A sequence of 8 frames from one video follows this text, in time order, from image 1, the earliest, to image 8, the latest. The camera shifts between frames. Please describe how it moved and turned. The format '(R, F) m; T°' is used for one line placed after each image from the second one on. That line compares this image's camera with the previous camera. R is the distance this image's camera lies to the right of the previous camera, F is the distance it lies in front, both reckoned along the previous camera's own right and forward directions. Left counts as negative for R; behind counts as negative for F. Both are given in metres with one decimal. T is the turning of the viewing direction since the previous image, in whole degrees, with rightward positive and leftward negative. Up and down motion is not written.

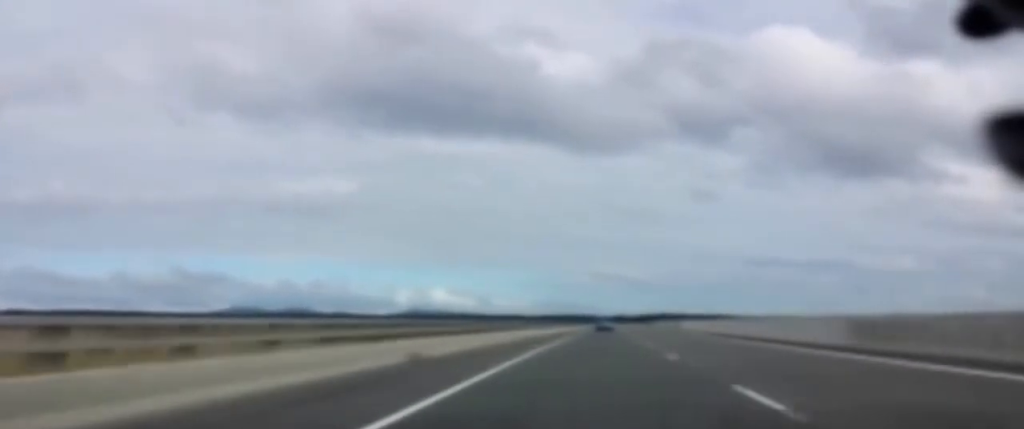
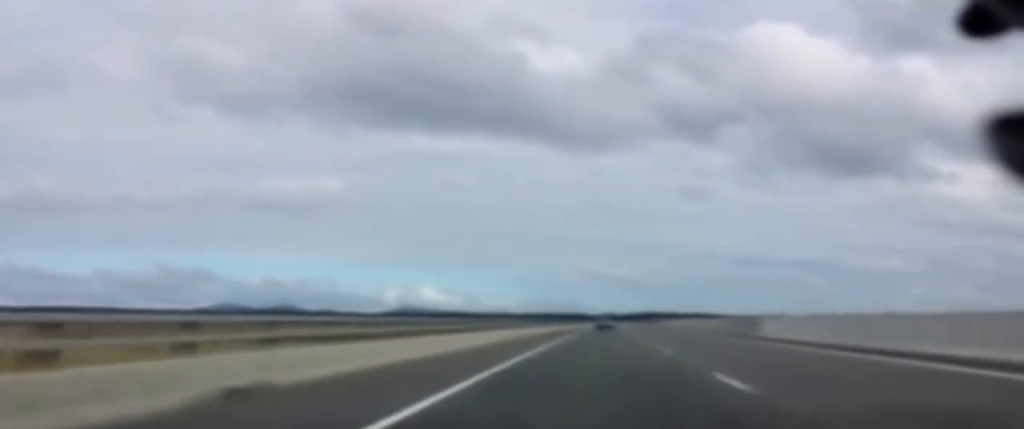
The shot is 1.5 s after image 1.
(-0.2, +45.5) m; 0°
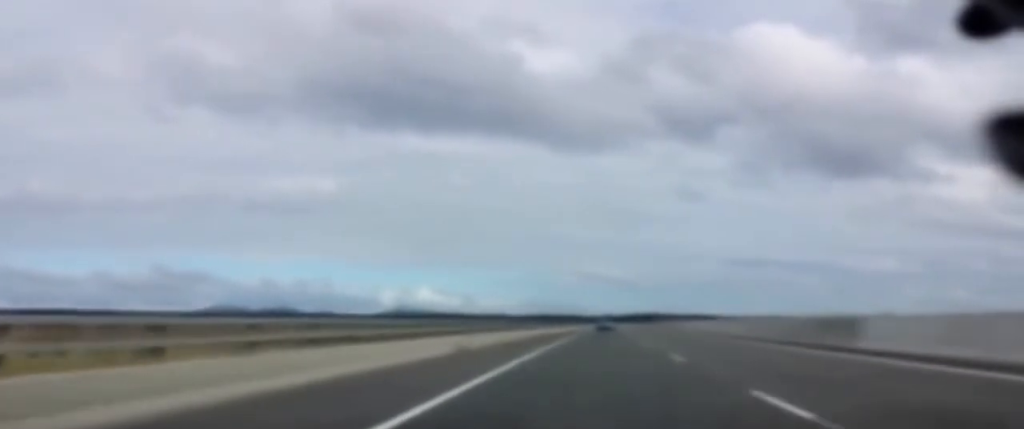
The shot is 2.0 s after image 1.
(-0.1, +15.2) m; 0°
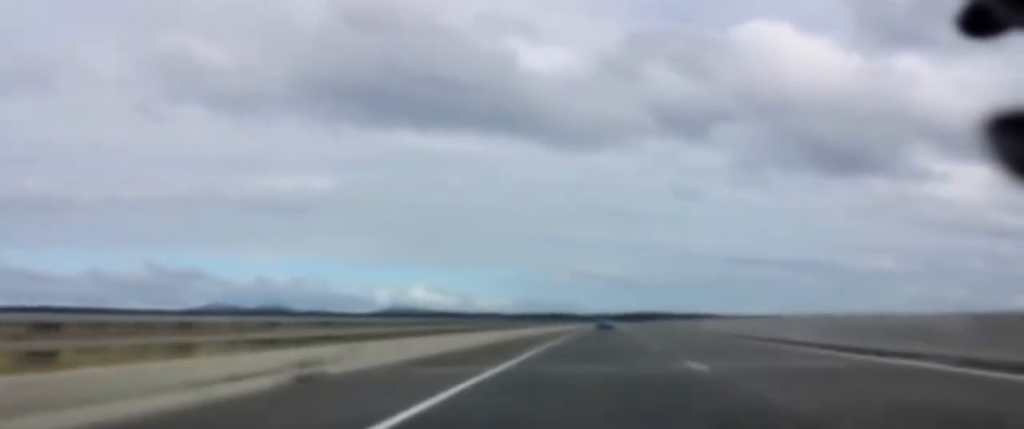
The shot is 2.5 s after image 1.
(+0.2, +16.1) m; 0°
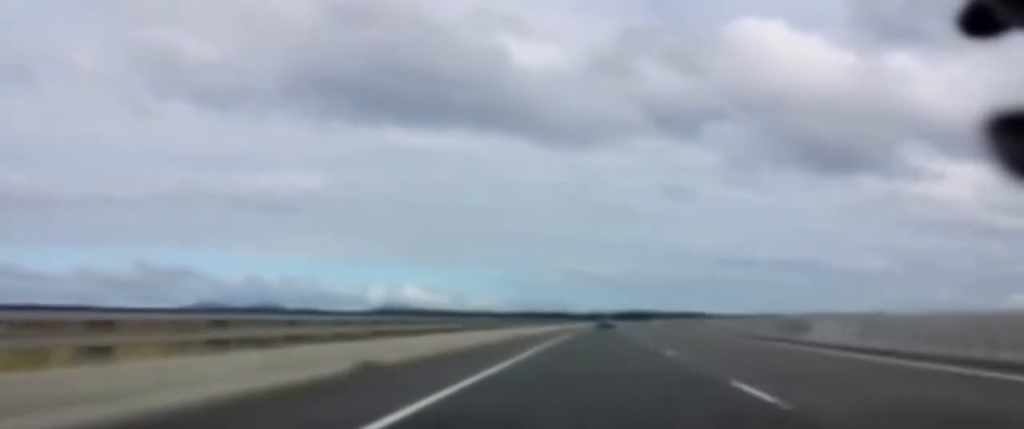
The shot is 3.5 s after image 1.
(+0.2, +30.3) m; 0°
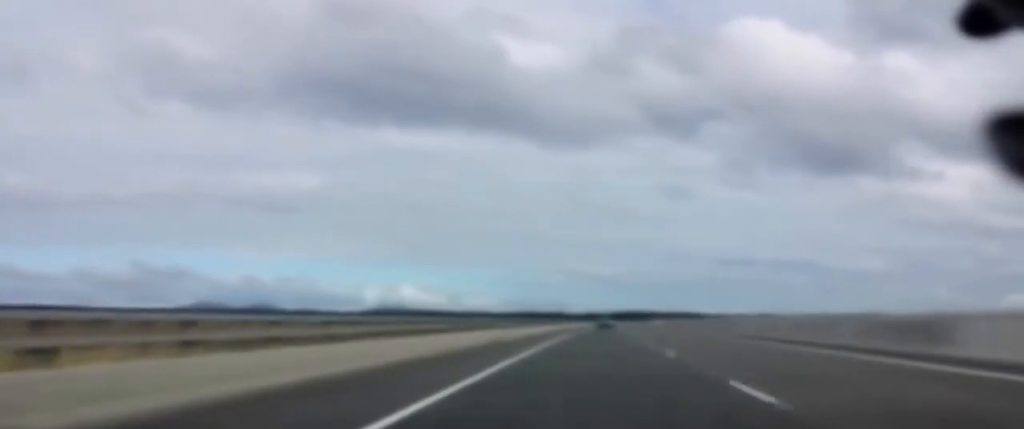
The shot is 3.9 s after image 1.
(0.0, +12.1) m; 0°
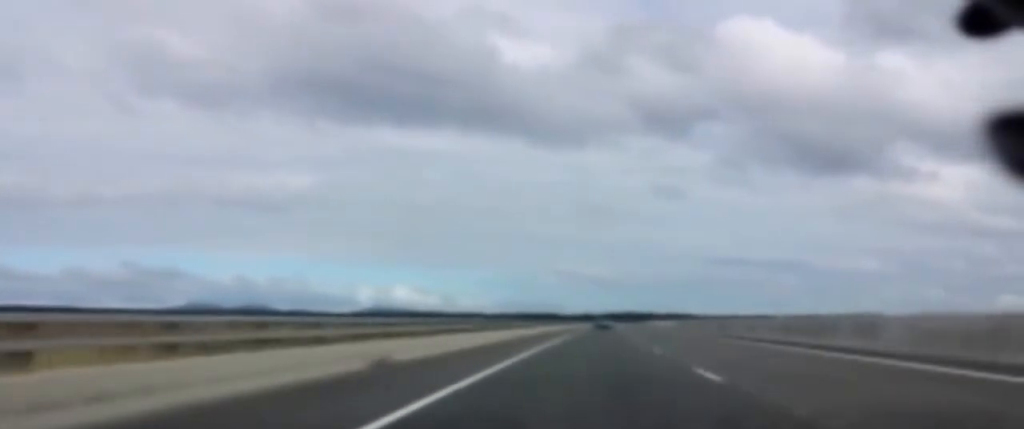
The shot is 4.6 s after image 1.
(-0.1, +20.2) m; +1°
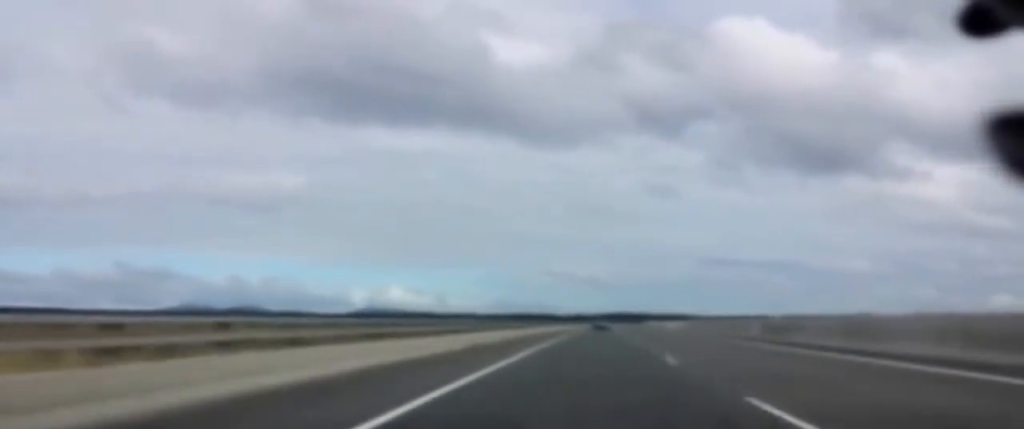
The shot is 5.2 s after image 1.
(0.0, +18.2) m; +1°
